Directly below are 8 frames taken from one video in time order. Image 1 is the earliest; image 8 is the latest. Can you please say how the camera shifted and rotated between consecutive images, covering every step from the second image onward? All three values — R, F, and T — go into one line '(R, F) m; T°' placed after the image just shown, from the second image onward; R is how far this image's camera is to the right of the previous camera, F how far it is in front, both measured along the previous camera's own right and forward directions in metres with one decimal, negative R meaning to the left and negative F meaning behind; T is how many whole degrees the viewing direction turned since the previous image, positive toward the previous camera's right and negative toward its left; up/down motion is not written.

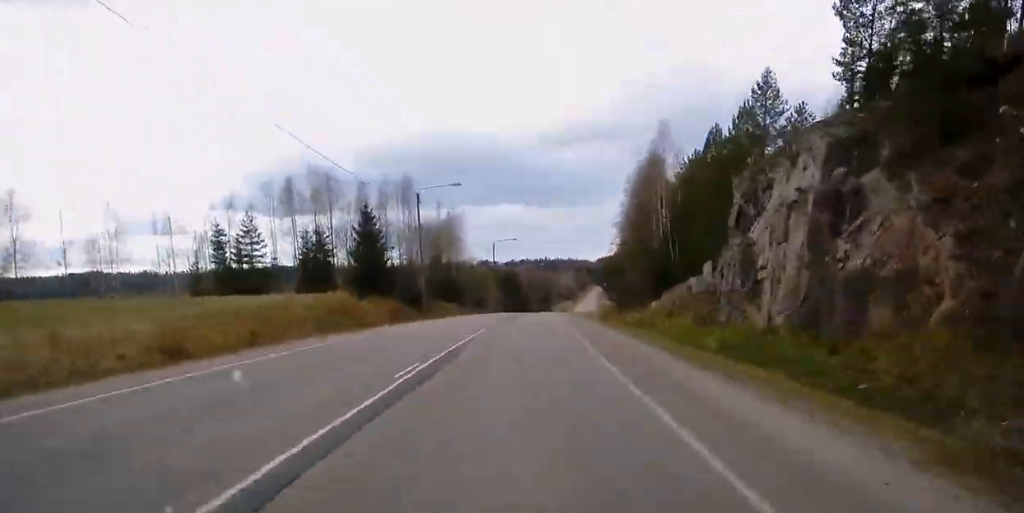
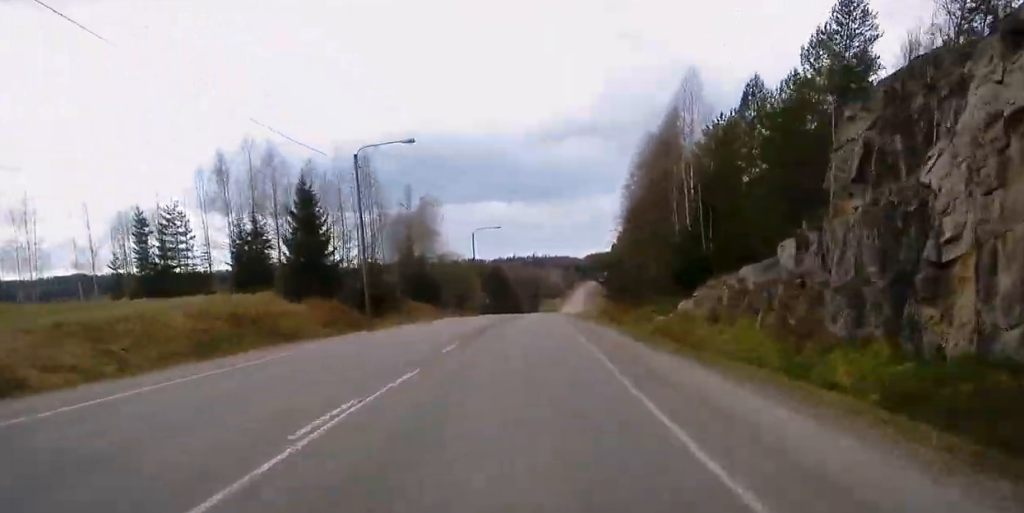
(+0.3, +17.5) m; +1°
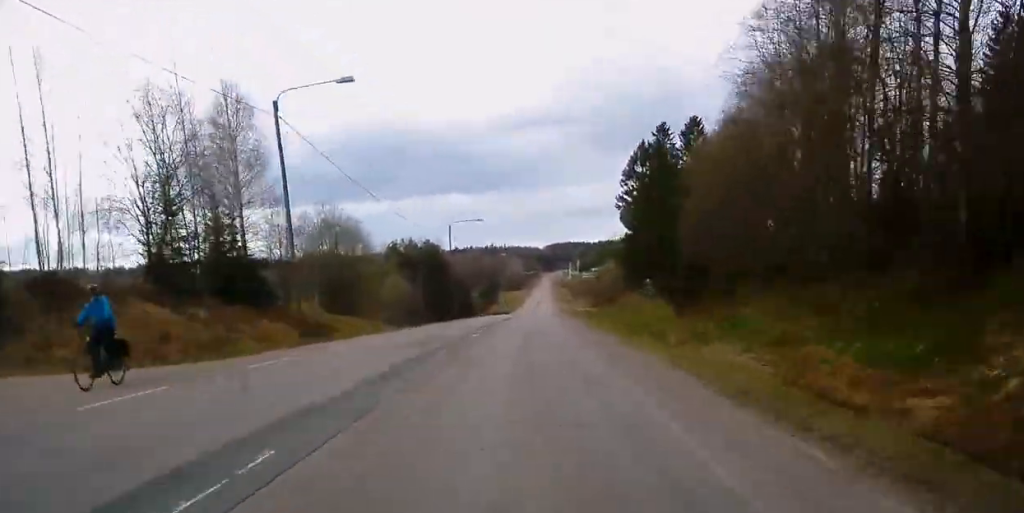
(+1.2, +63.2) m; +2°
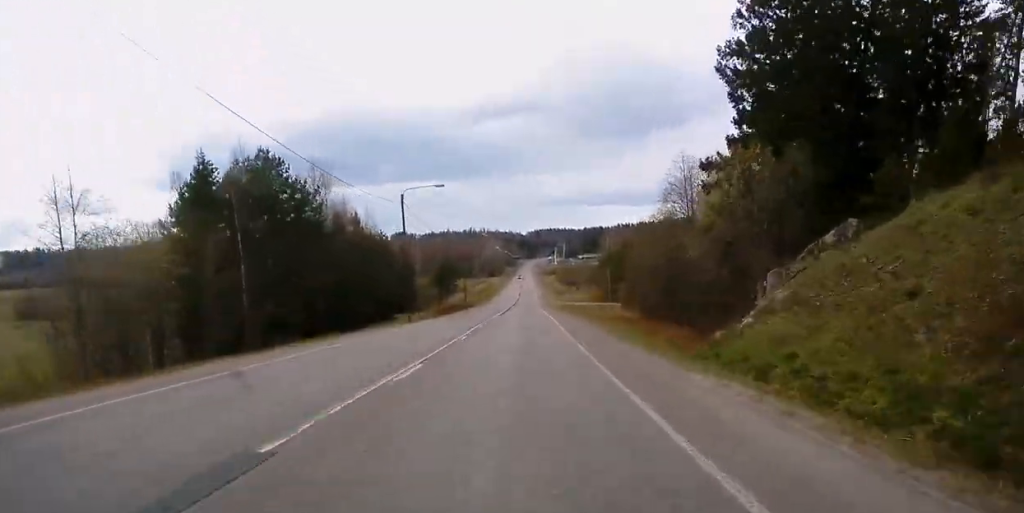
(+1.5, +74.5) m; +1°
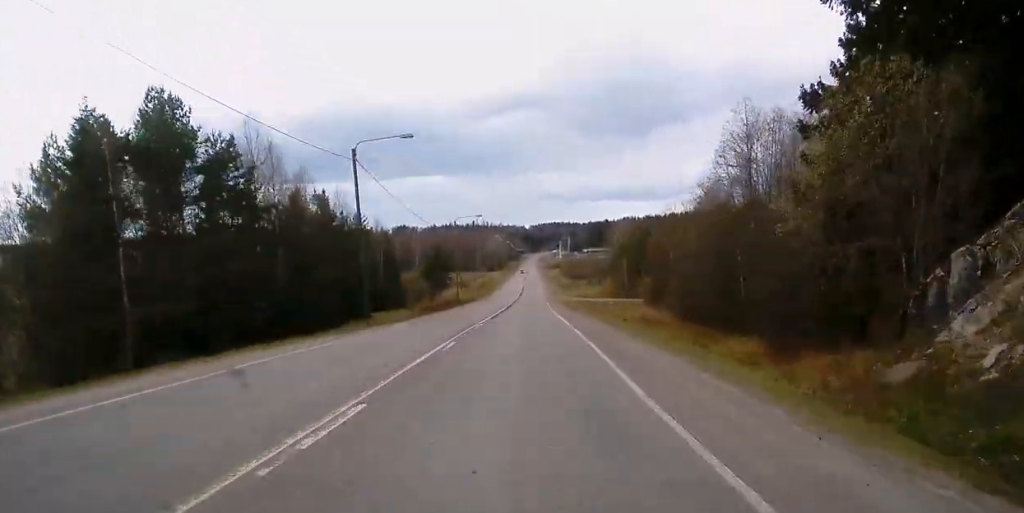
(0.0, +18.1) m; 0°
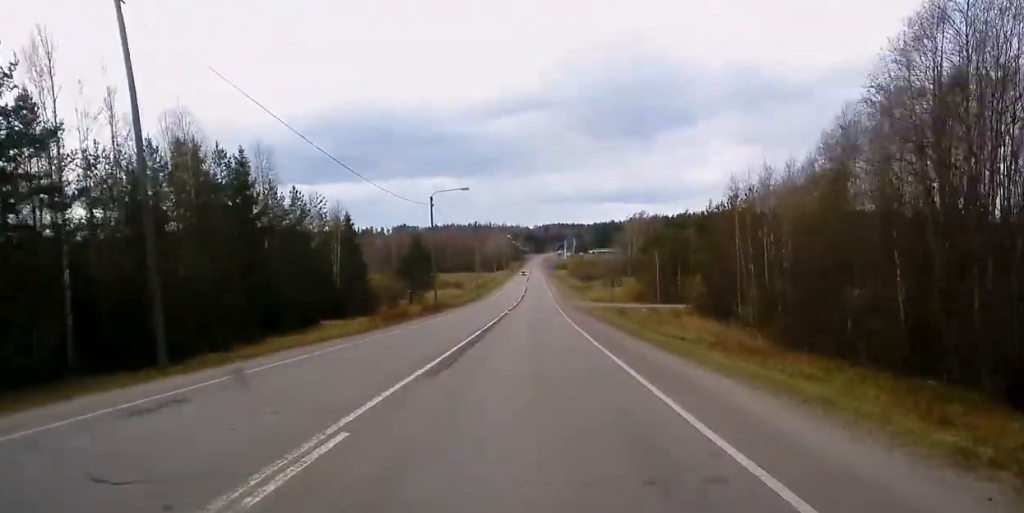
(-0.2, +26.5) m; +1°
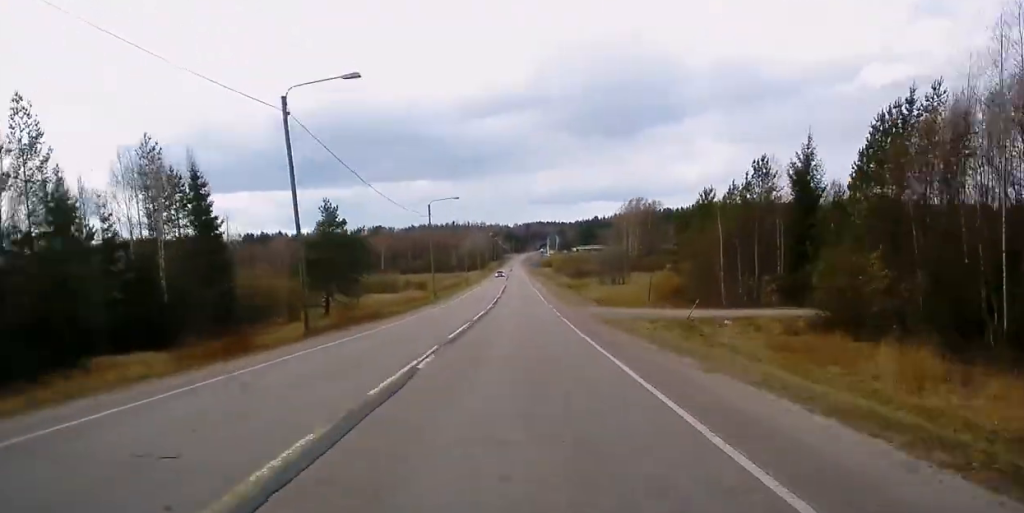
(+0.7, +37.5) m; 0°
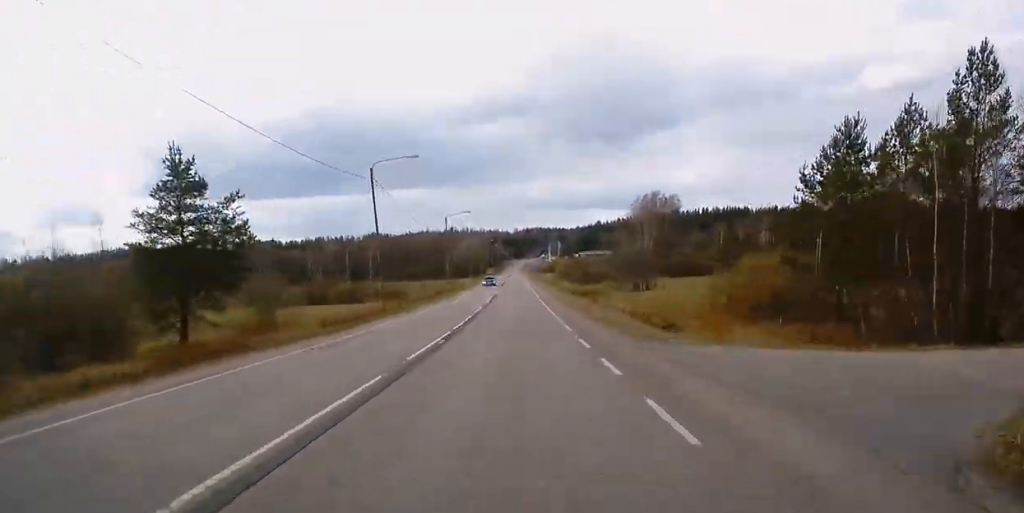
(-0.3, +30.4) m; 0°
